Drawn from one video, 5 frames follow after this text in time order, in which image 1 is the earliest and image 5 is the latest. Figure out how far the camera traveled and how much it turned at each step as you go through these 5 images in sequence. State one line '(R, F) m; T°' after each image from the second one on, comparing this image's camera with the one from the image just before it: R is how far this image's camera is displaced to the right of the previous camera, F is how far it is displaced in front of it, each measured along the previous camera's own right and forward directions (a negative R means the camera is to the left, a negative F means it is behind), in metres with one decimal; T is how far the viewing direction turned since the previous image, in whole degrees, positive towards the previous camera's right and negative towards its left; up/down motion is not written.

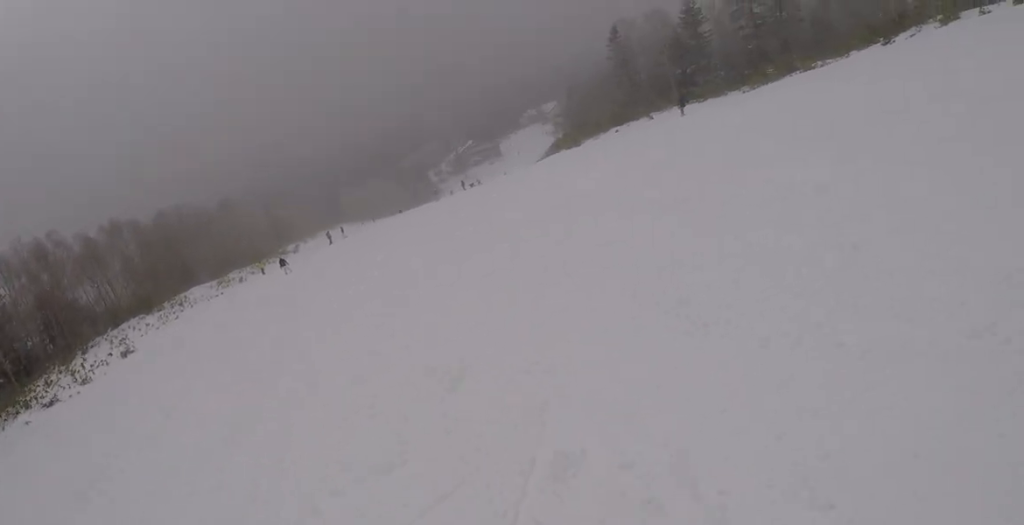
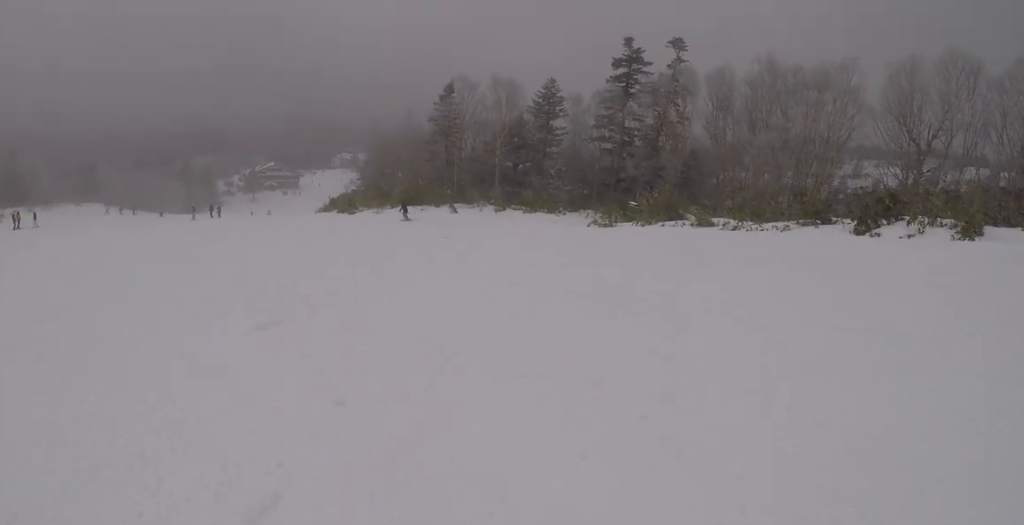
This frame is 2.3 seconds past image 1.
(+5.8, +16.9) m; +12°
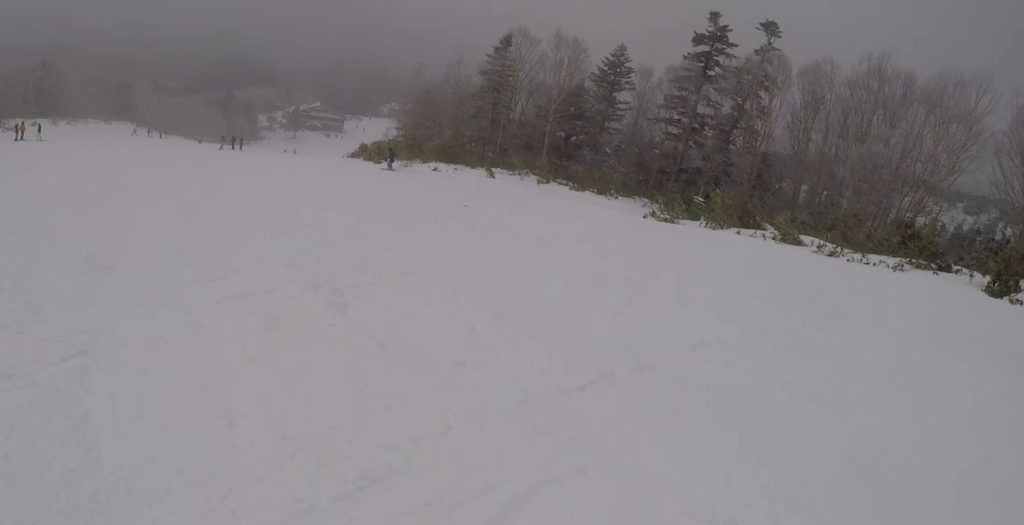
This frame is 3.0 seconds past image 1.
(-0.6, +5.3) m; -18°
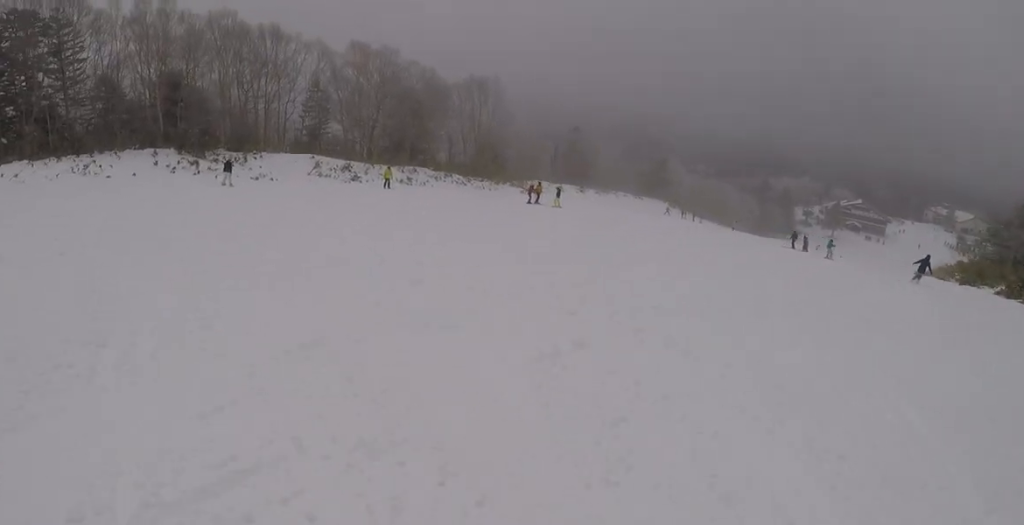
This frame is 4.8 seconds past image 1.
(-7.0, +11.5) m; -45°
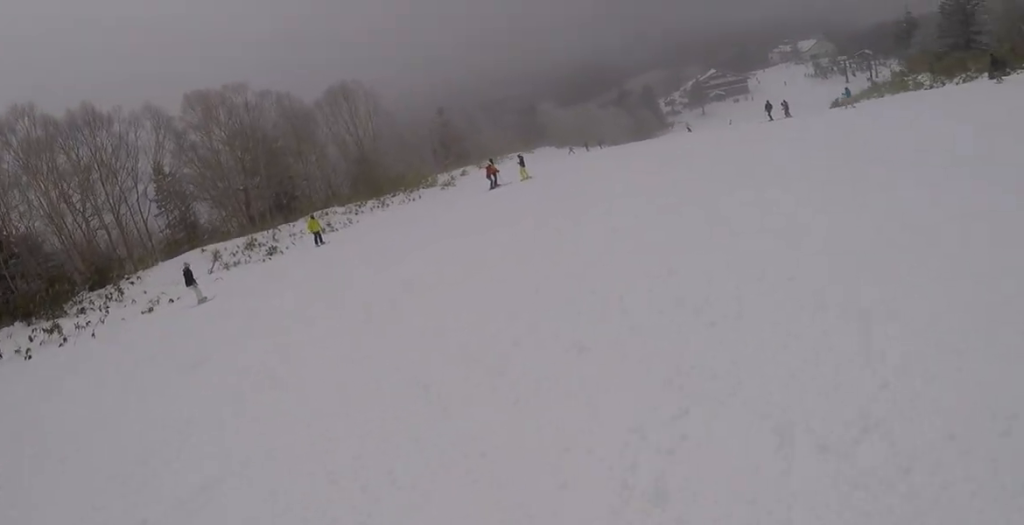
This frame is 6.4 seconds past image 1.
(+1.4, +12.1) m; +26°
